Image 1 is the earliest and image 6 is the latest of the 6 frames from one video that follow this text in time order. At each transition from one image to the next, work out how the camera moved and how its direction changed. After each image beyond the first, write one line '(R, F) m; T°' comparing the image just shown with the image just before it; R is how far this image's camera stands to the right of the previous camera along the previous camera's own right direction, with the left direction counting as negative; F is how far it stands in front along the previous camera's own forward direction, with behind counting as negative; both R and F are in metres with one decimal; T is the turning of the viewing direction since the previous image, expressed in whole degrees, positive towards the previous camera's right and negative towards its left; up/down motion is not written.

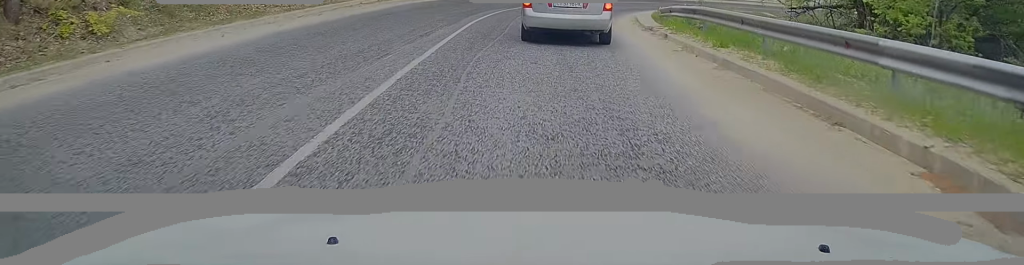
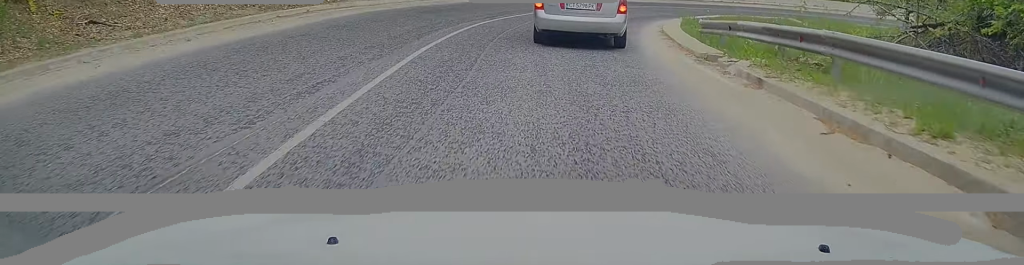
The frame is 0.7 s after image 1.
(-0.3, +7.3) m; 0°
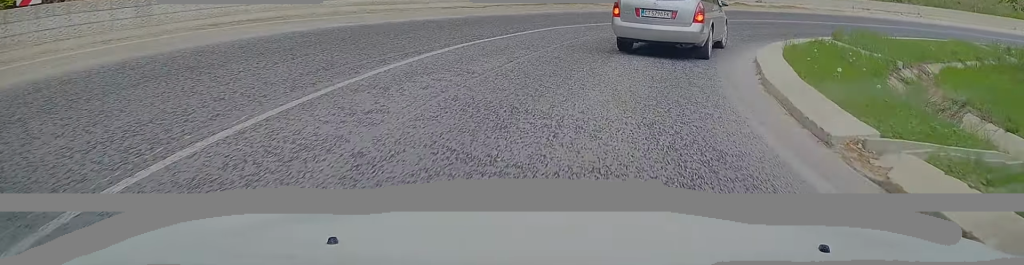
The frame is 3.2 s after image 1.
(+3.2, +22.6) m; +20°
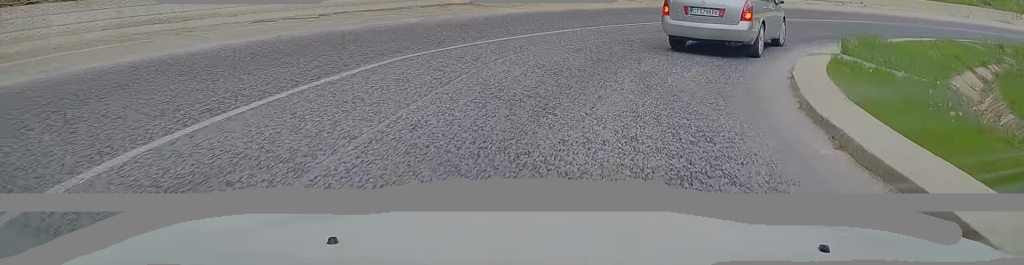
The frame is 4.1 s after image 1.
(+0.7, +7.6) m; +10°
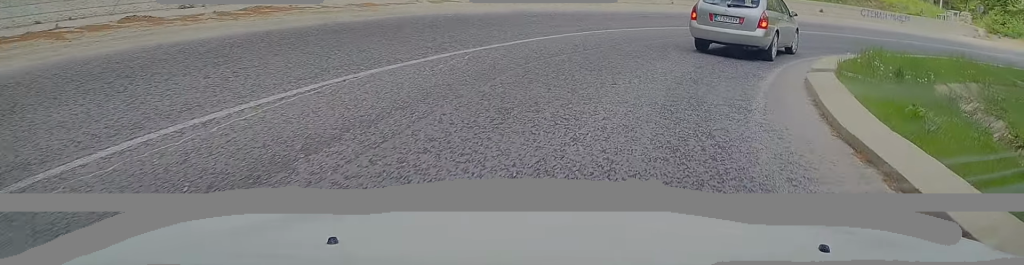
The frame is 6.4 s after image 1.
(+4.5, +16.2) m; +35°
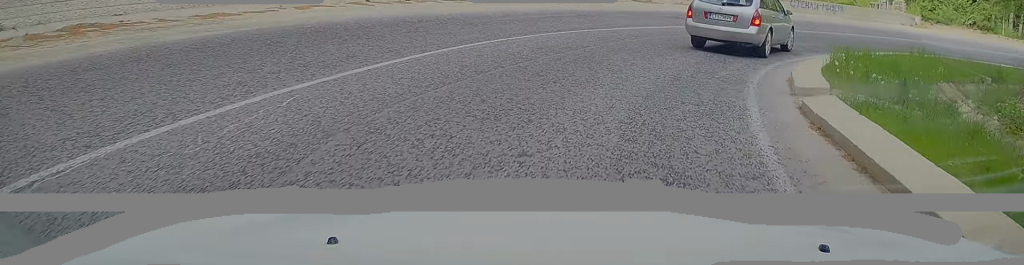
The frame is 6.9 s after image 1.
(+0.2, +3.8) m; +9°
